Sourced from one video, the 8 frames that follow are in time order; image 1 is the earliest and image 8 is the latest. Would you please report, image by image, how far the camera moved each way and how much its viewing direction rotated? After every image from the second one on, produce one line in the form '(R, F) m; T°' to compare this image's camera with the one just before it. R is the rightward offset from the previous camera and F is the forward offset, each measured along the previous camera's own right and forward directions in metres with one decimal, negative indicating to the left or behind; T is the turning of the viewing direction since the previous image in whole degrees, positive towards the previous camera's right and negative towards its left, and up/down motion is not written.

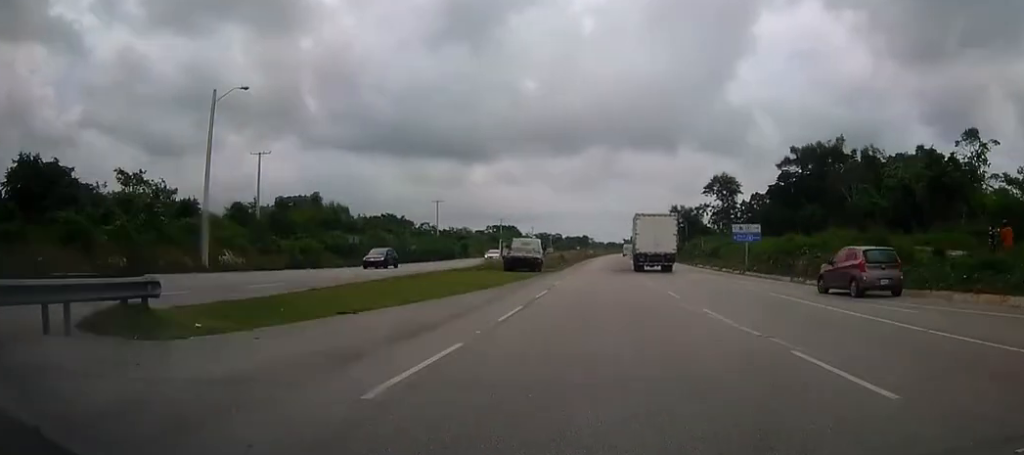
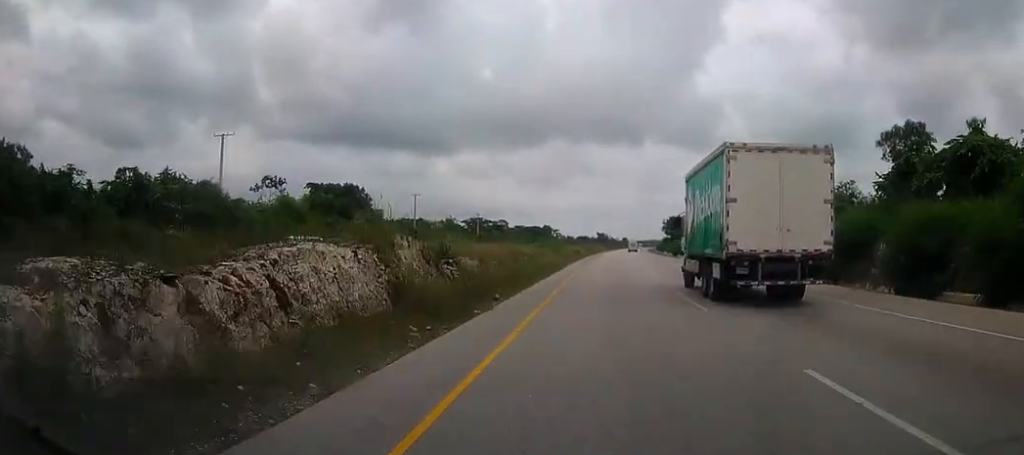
(+2.3, +149.8) m; +2°
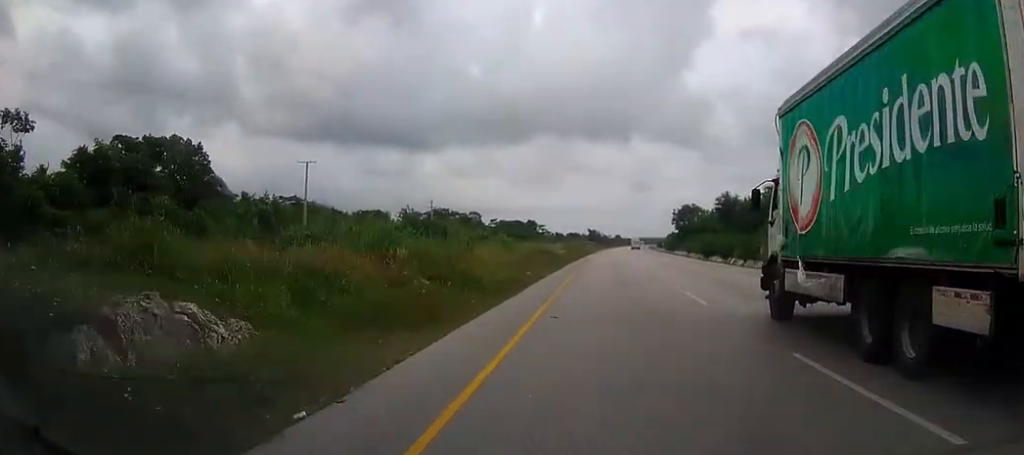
(+0.3, +47.6) m; +1°
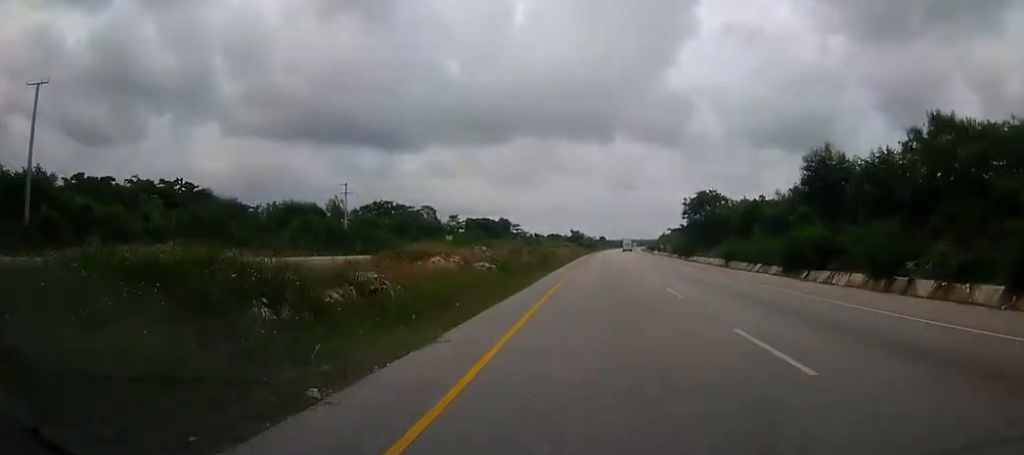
(+0.5, +44.7) m; +1°
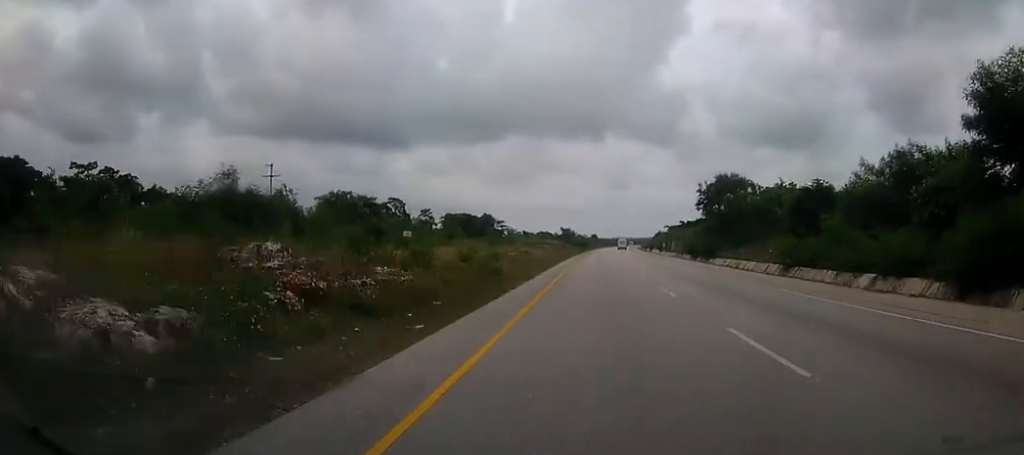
(+0.2, +24.4) m; +1°
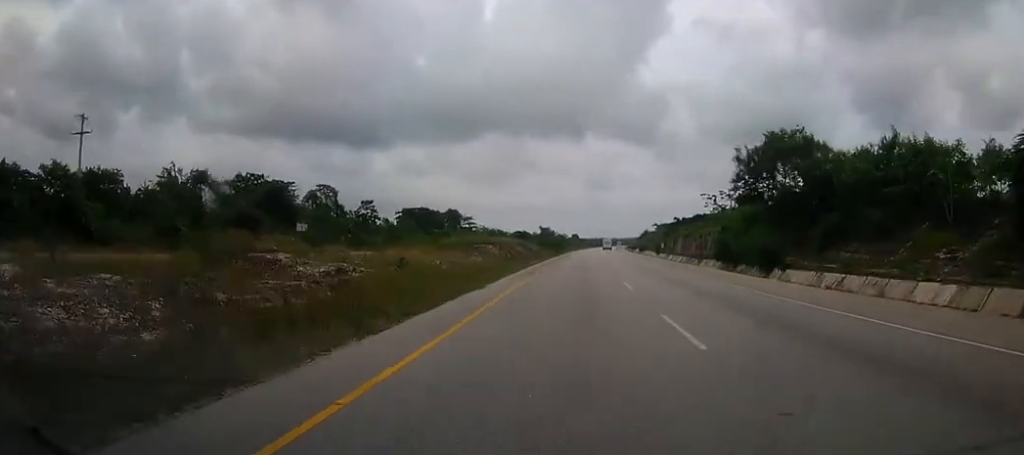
(+0.2, +34.9) m; +1°
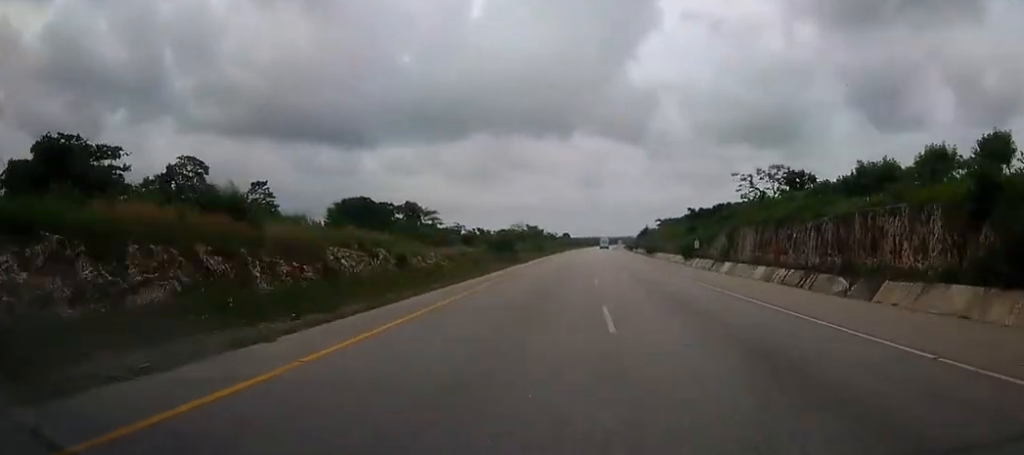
(+0.5, +45.6) m; +1°
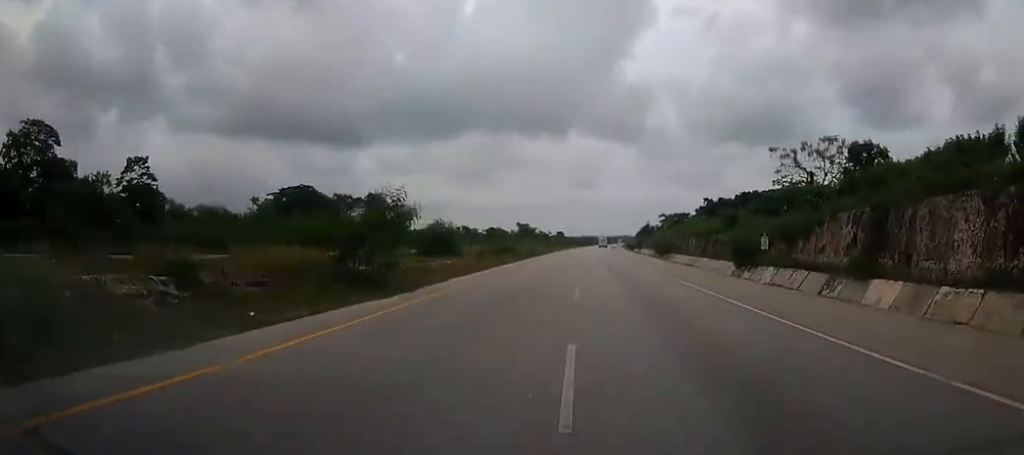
(+0.1, +30.6) m; +1°
